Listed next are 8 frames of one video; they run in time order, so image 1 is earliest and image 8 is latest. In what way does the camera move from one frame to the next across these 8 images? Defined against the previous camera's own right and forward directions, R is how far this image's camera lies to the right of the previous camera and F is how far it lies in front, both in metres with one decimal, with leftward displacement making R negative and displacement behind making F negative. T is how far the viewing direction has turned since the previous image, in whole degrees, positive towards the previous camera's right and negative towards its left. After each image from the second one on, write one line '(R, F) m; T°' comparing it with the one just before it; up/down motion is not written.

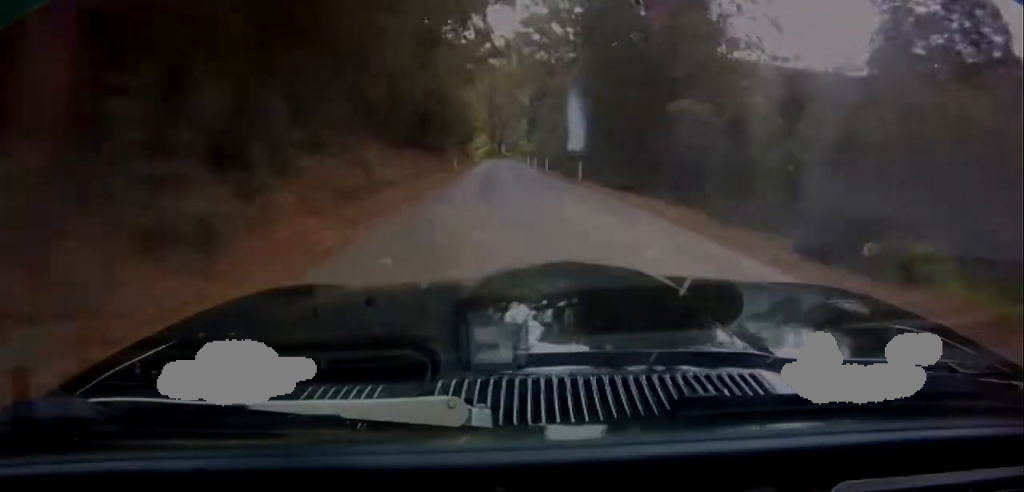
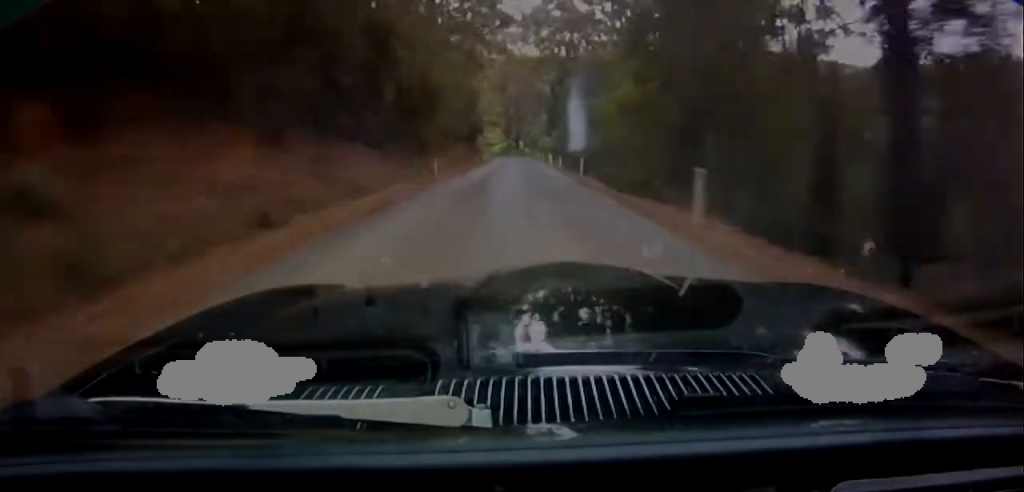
(-0.5, +19.1) m; -1°
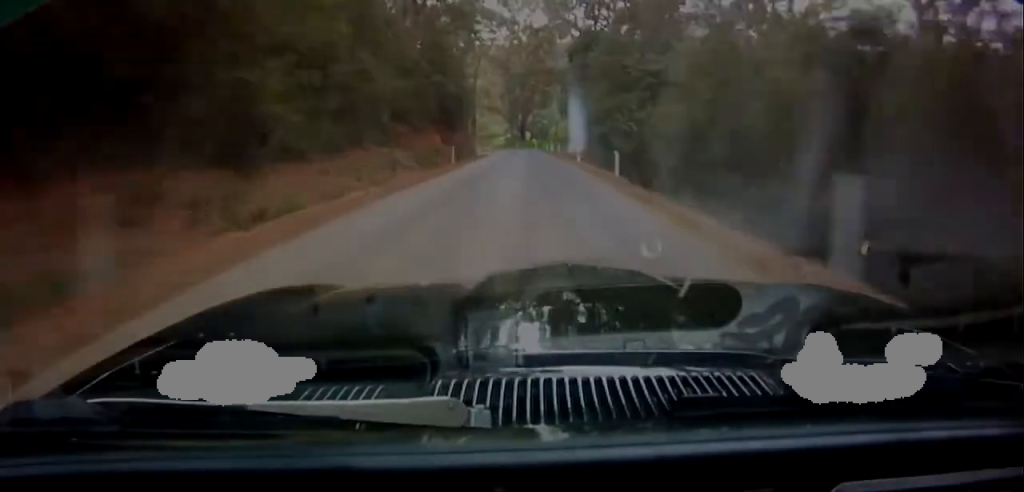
(-0.2, +26.4) m; -1°
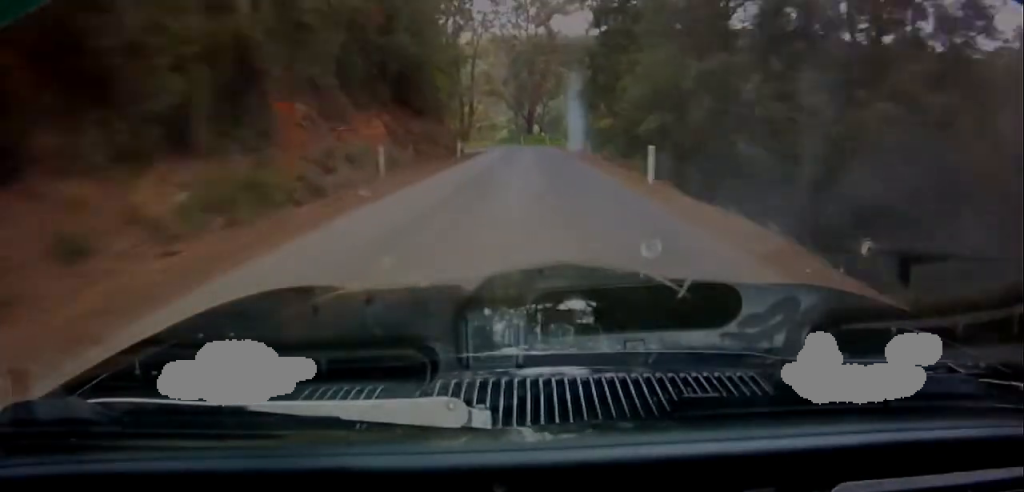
(+0.1, +21.4) m; 0°
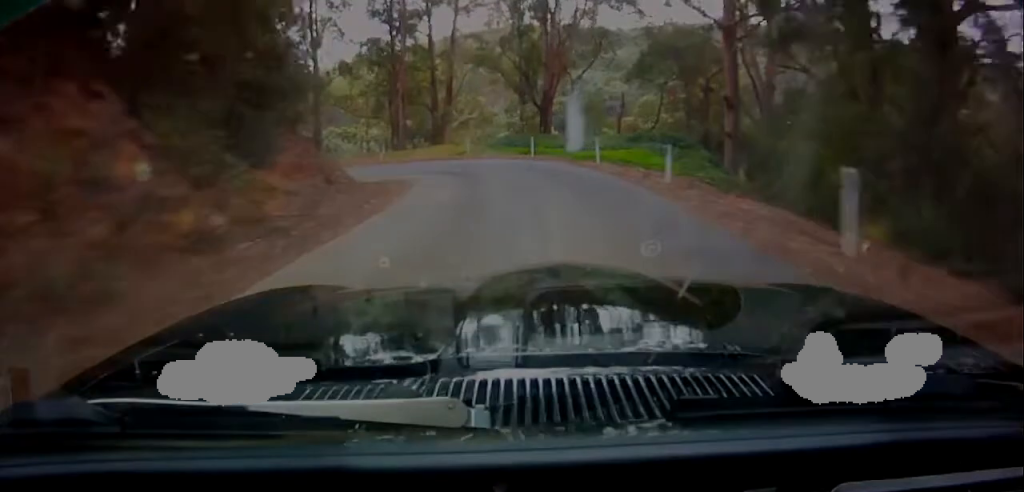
(-1.2, +47.9) m; -4°
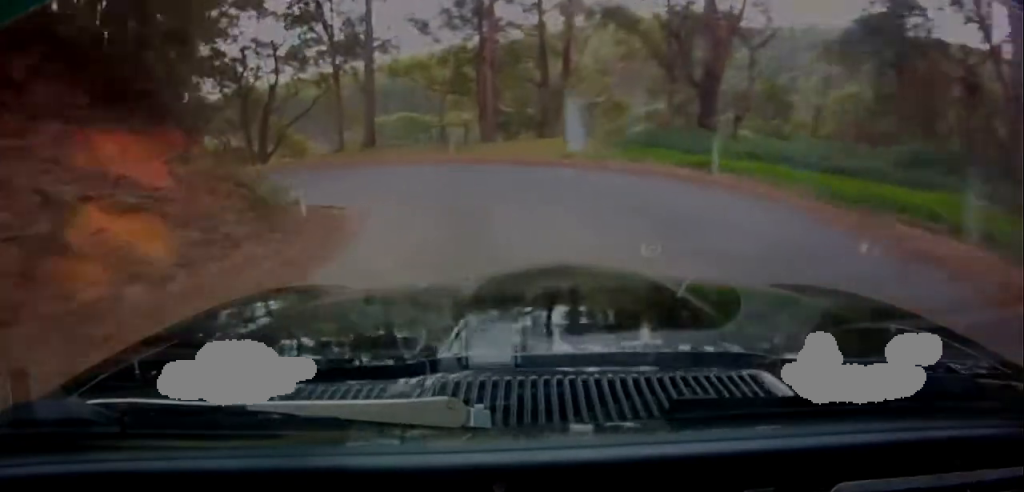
(-0.6, +25.2) m; -10°
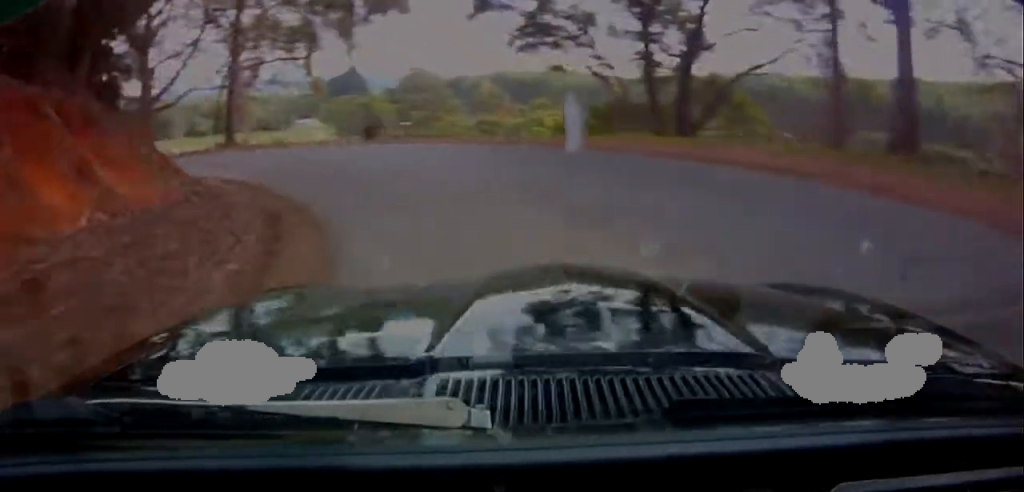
(-8.5, +23.8) m; -66°
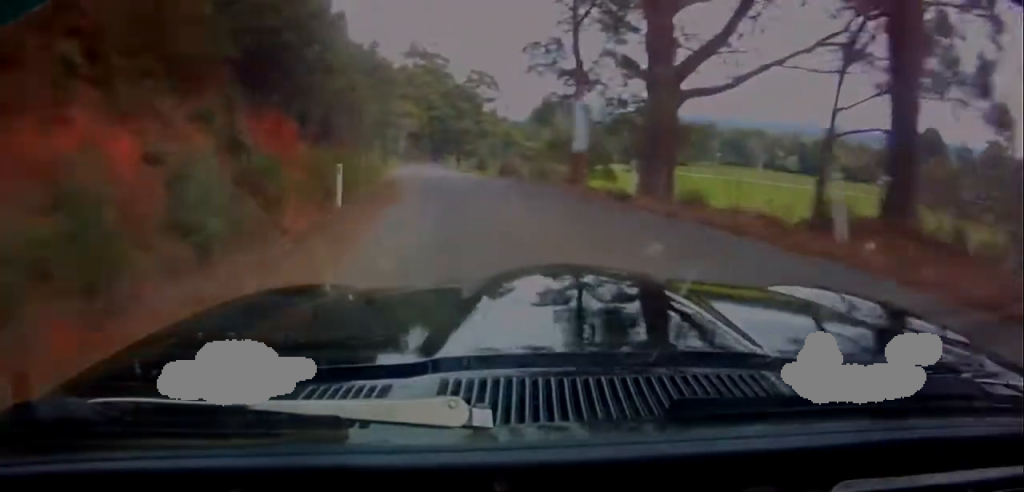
(-19.8, +24.1) m; -55°
